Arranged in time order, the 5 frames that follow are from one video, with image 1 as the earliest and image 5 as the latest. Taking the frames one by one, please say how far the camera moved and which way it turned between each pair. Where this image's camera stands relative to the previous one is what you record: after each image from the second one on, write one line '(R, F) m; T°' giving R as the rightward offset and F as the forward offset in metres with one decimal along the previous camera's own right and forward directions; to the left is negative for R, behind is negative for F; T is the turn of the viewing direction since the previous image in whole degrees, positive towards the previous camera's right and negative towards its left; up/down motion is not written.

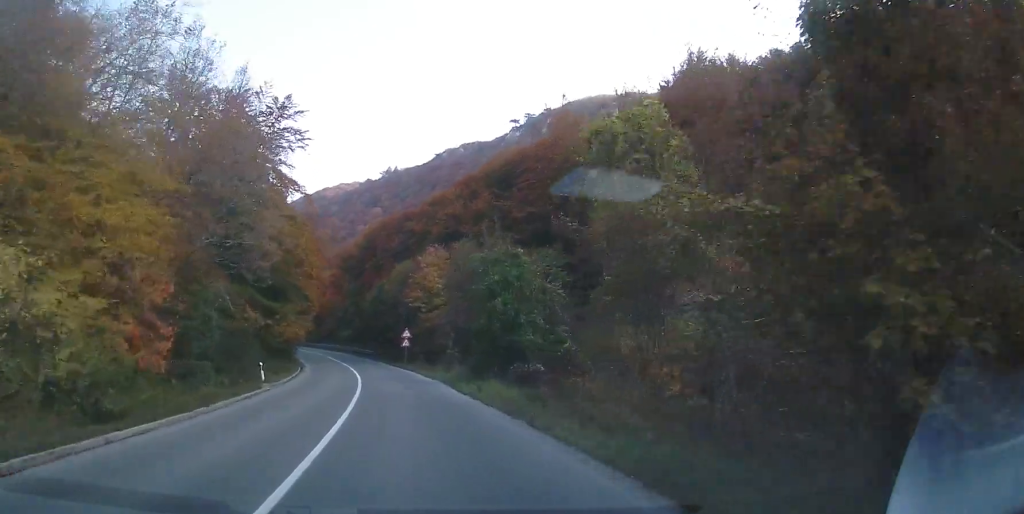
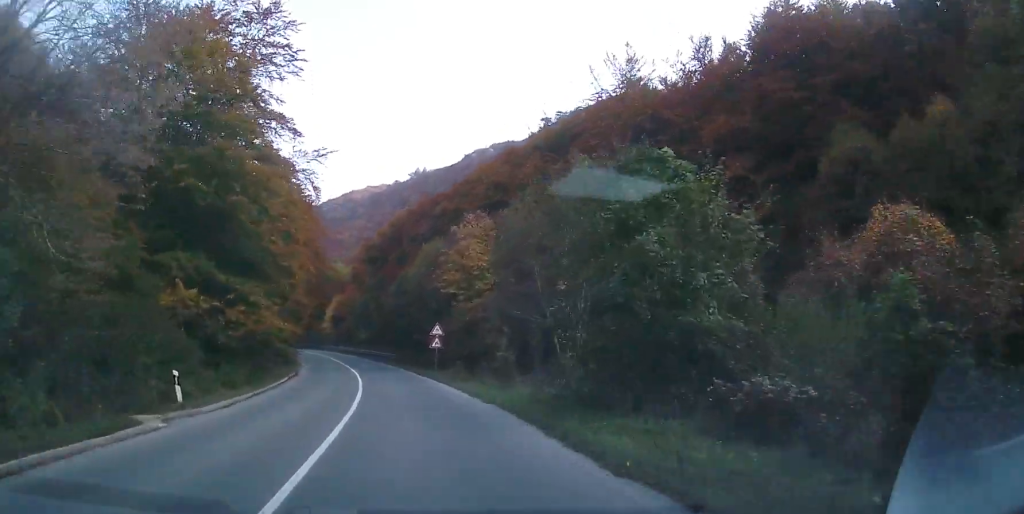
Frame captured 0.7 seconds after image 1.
(-0.4, +13.4) m; -2°
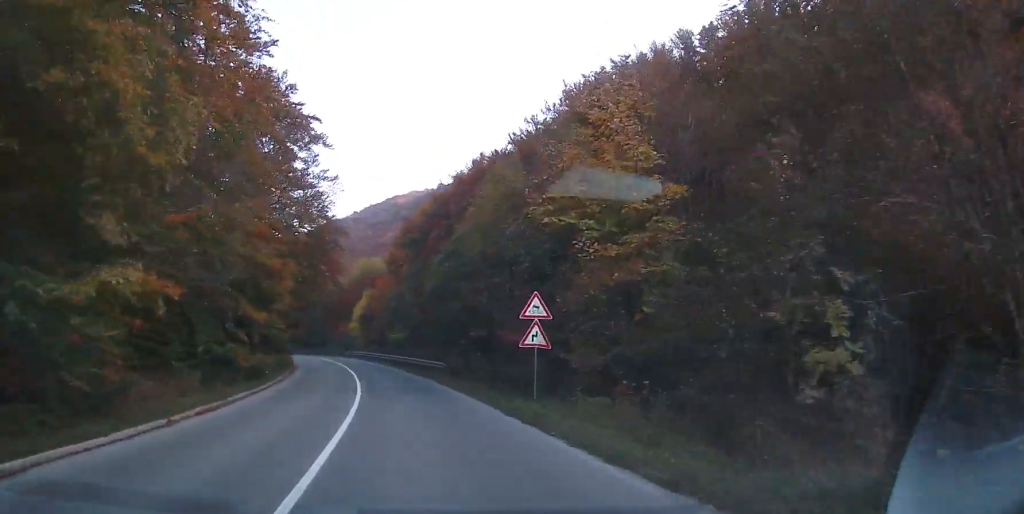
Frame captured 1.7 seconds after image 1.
(-0.1, +20.5) m; -3°
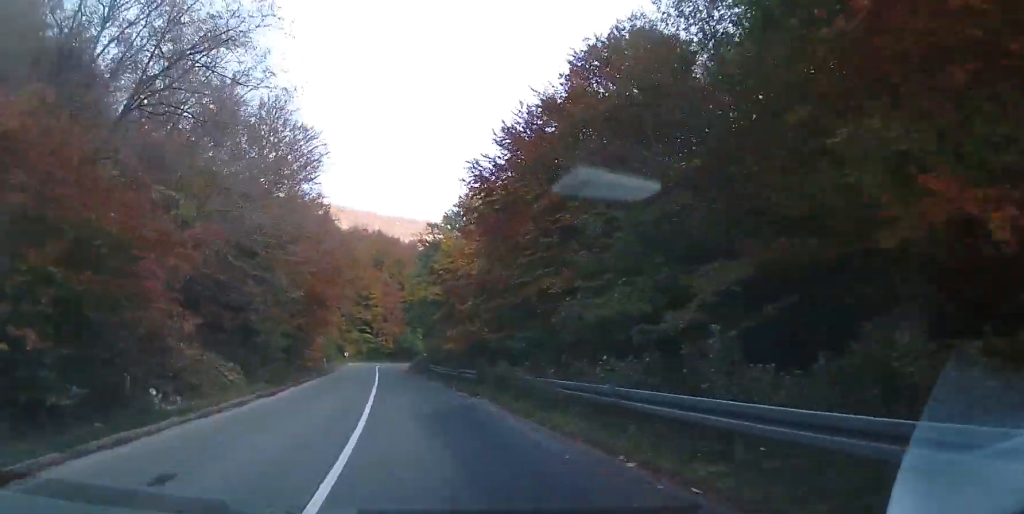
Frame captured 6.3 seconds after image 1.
(-12.6, +88.7) m; -19°
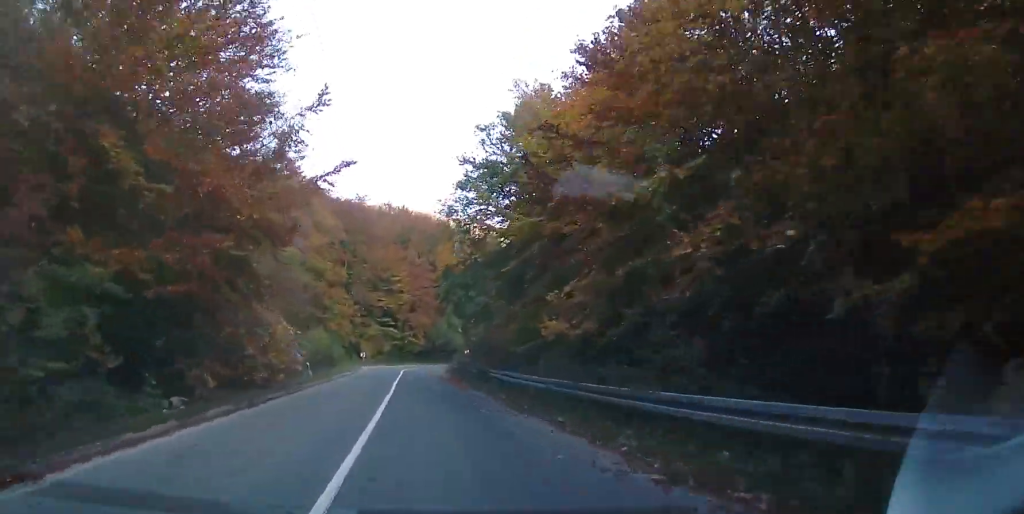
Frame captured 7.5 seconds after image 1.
(-2.9, +21.5) m; -13°
